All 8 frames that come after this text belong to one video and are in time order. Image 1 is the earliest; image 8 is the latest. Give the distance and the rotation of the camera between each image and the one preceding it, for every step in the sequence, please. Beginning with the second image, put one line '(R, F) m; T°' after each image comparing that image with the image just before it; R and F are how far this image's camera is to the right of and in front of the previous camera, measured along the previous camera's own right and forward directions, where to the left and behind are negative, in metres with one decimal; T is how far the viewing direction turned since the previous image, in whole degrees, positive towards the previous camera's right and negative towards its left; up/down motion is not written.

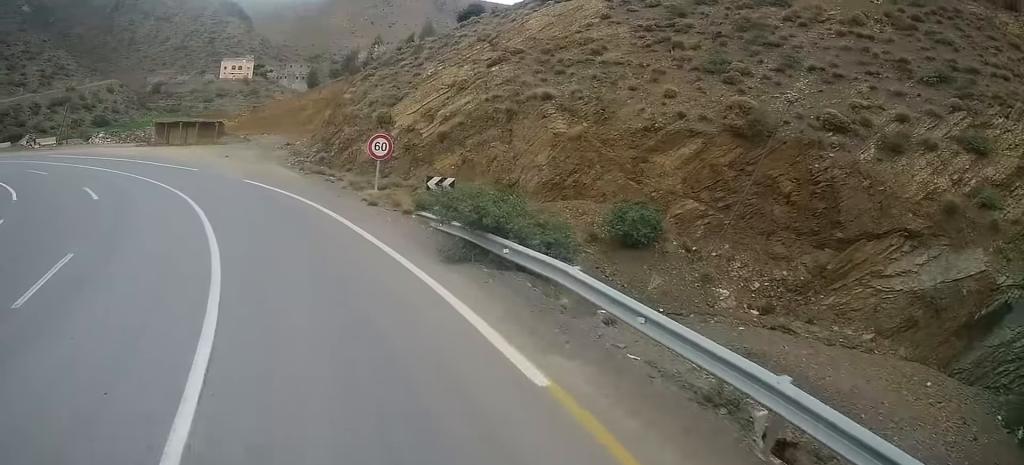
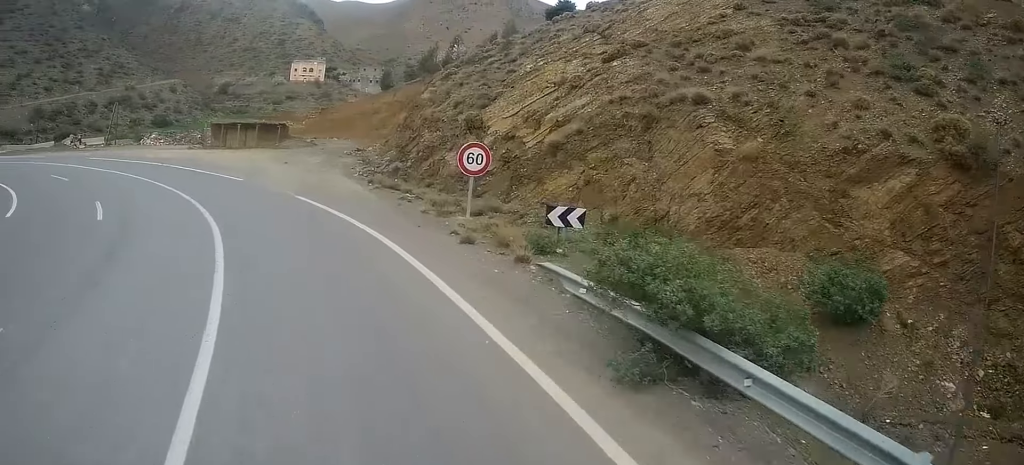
(-0.4, +5.7) m; -10°
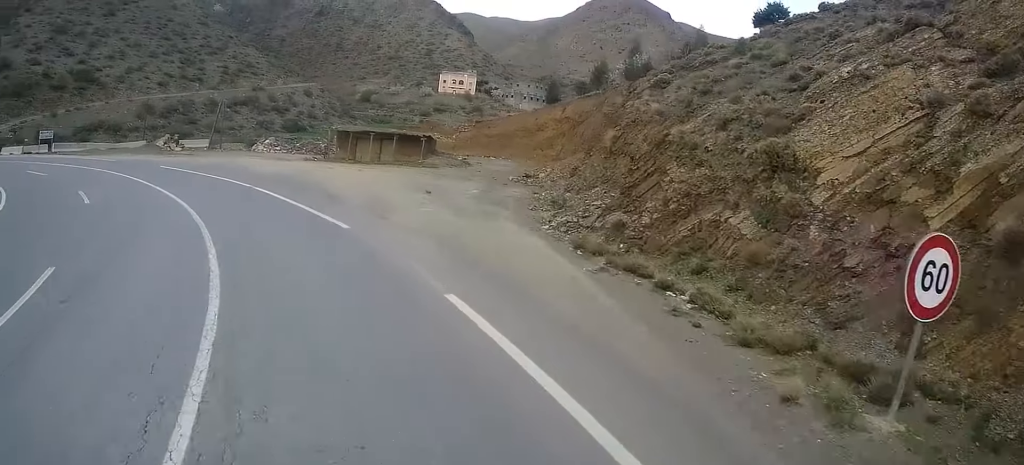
(-2.1, +11.4) m; -16°
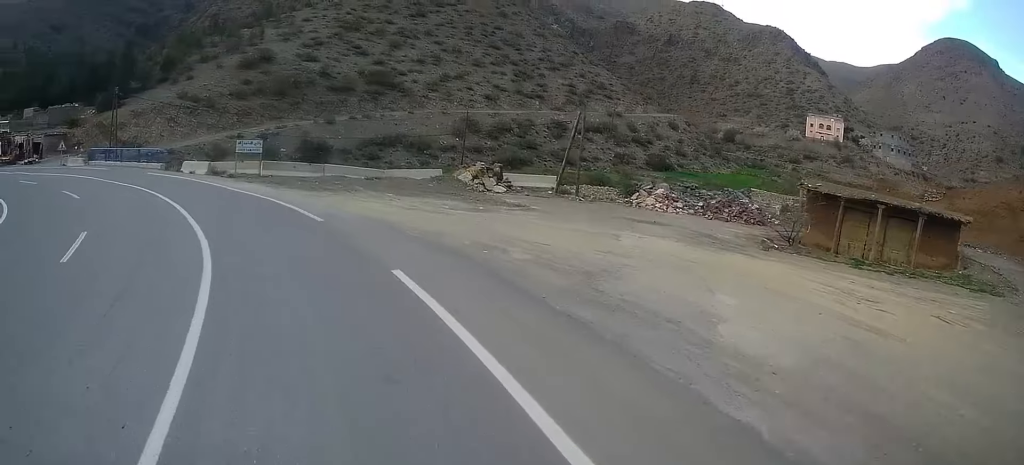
(-8.3, +22.3) m; -36°
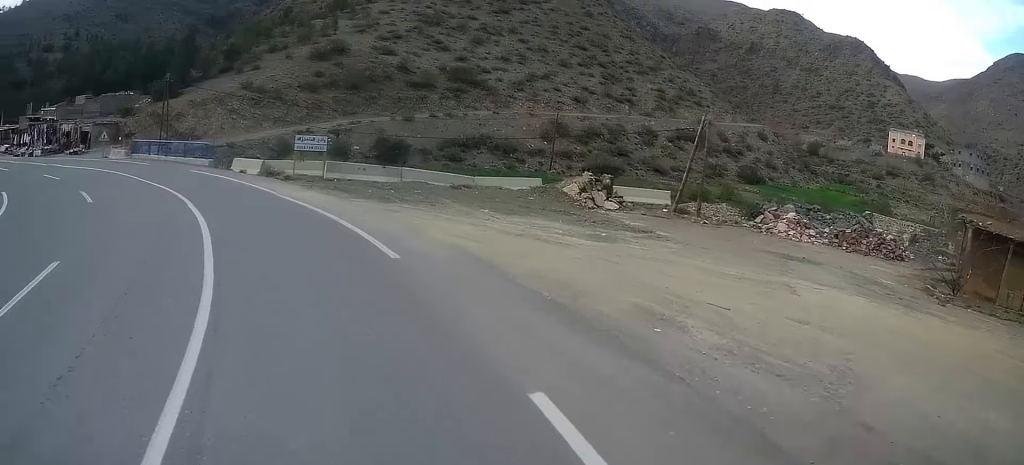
(0.0, +5.2) m; -4°
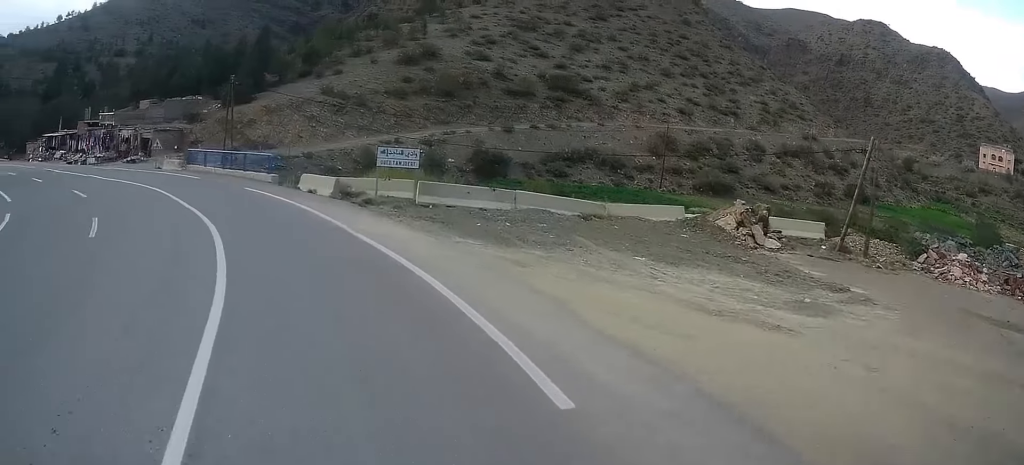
(-0.4, +5.7) m; -7°
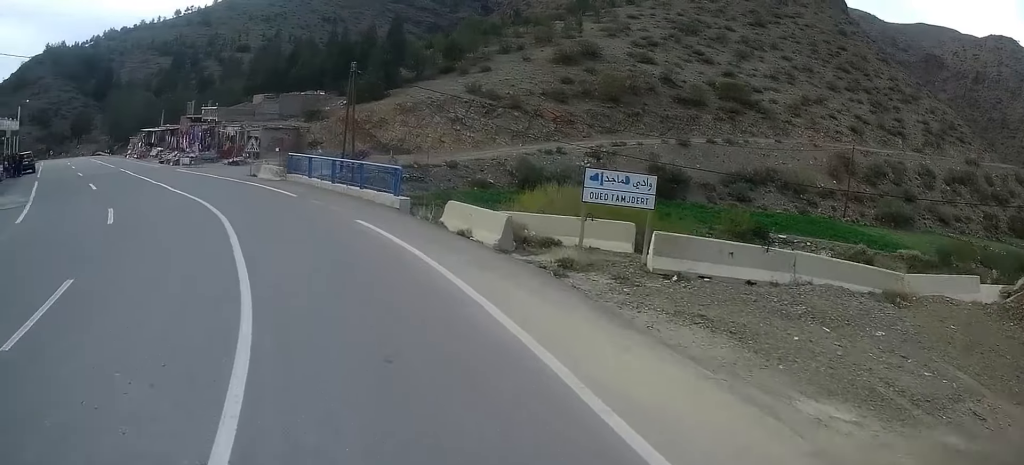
(-0.8, +8.2) m; -17°
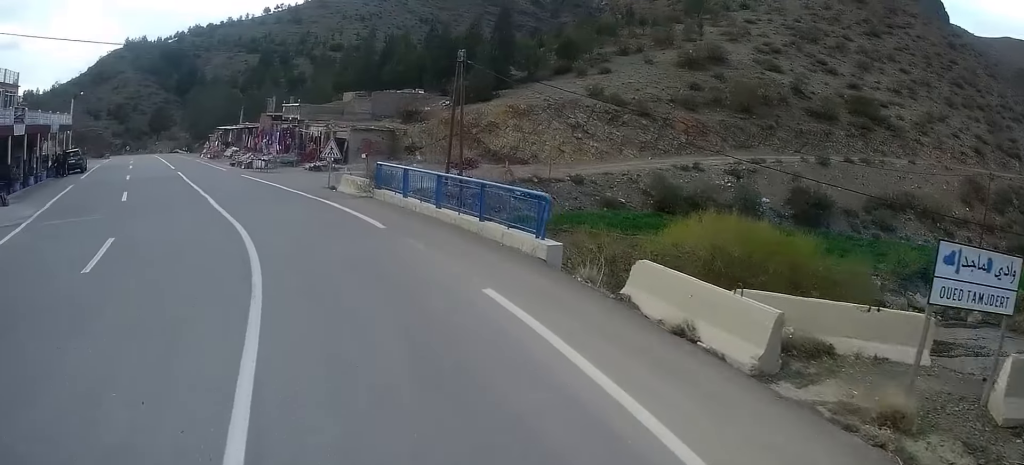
(-0.9, +6.1) m; -12°
